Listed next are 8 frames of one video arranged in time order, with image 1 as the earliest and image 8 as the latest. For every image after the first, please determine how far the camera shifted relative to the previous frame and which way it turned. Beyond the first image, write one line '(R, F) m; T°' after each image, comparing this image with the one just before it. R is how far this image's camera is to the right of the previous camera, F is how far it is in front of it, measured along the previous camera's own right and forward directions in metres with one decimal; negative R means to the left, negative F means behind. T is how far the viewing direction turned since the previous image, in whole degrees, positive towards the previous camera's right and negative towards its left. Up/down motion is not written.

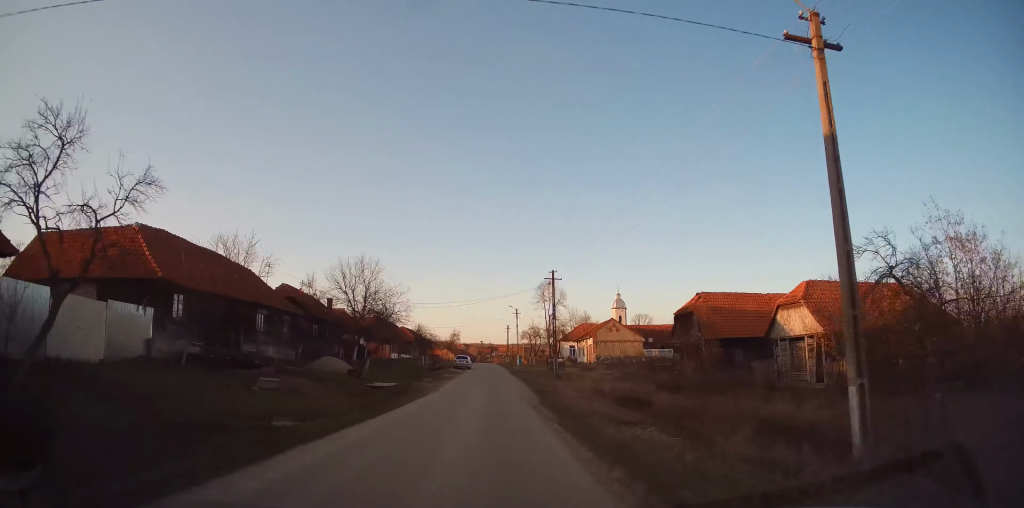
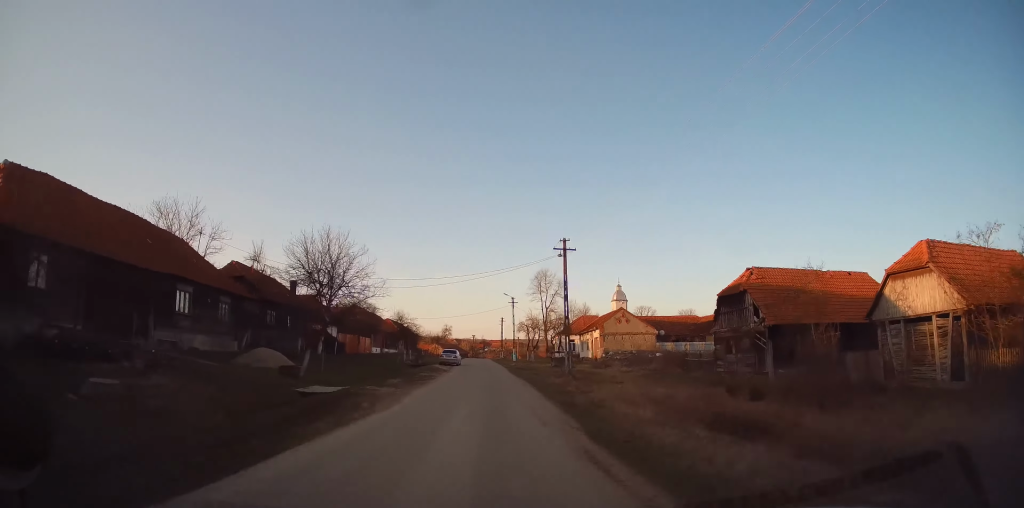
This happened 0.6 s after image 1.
(0.0, +9.0) m; 0°
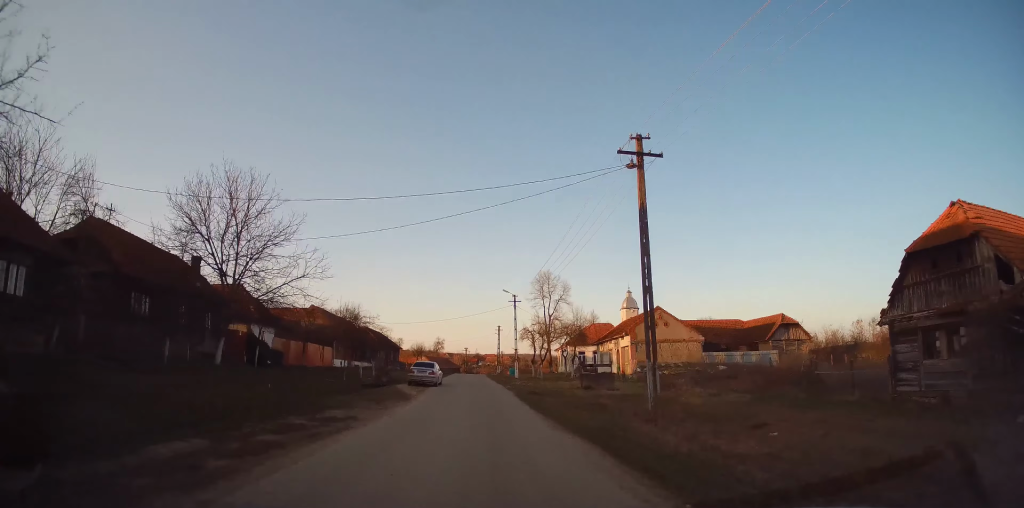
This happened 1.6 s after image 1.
(0.0, +16.2) m; +1°
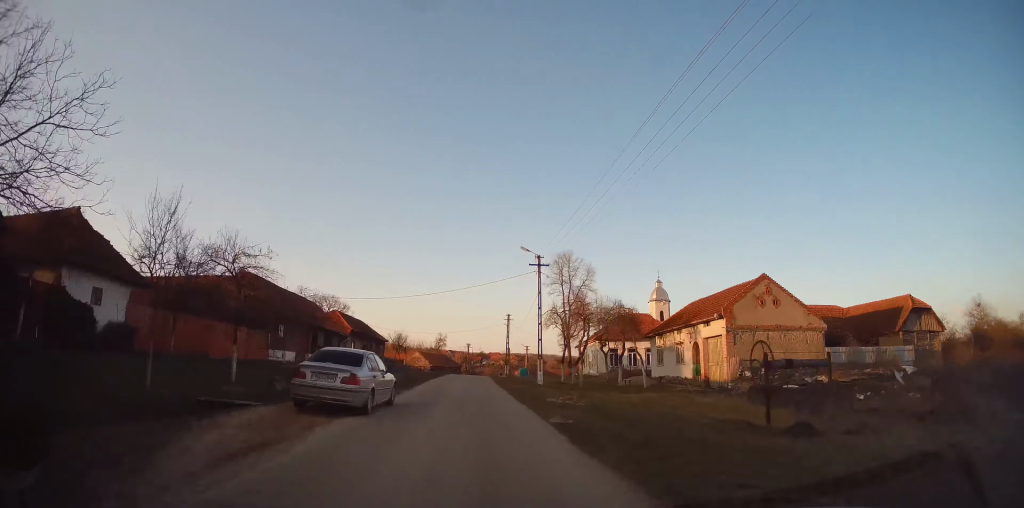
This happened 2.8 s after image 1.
(+0.2, +18.8) m; -1°
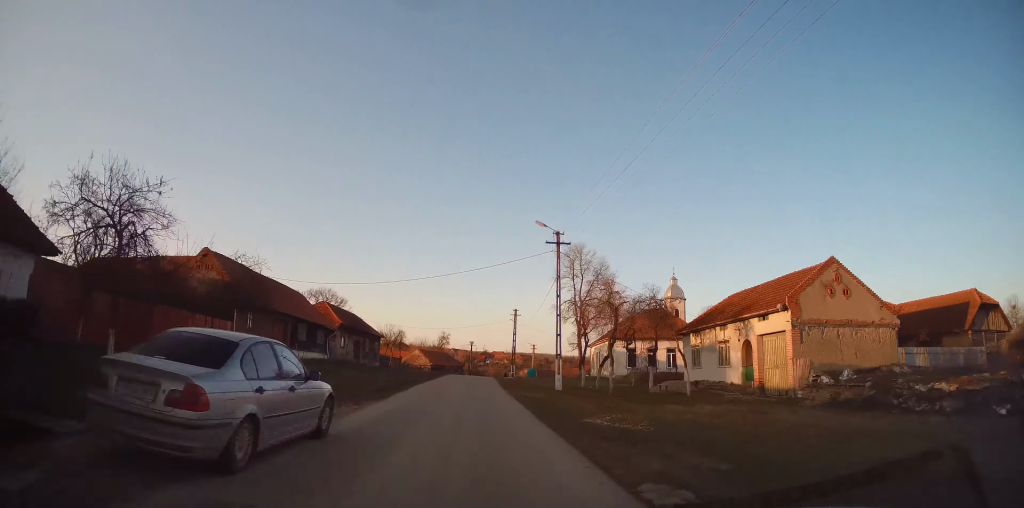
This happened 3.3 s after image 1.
(-0.1, +6.4) m; -1°
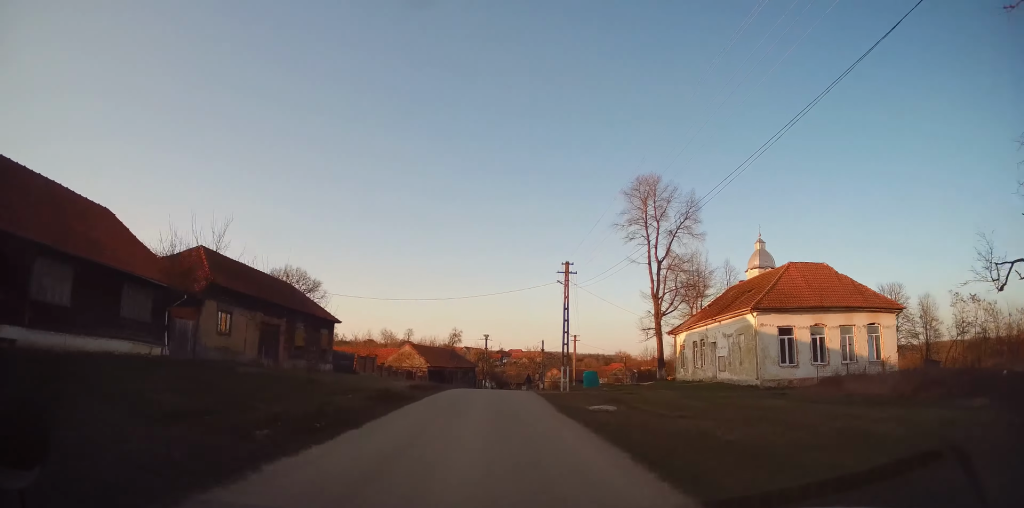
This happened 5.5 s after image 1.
(-0.6, +30.8) m; -2°
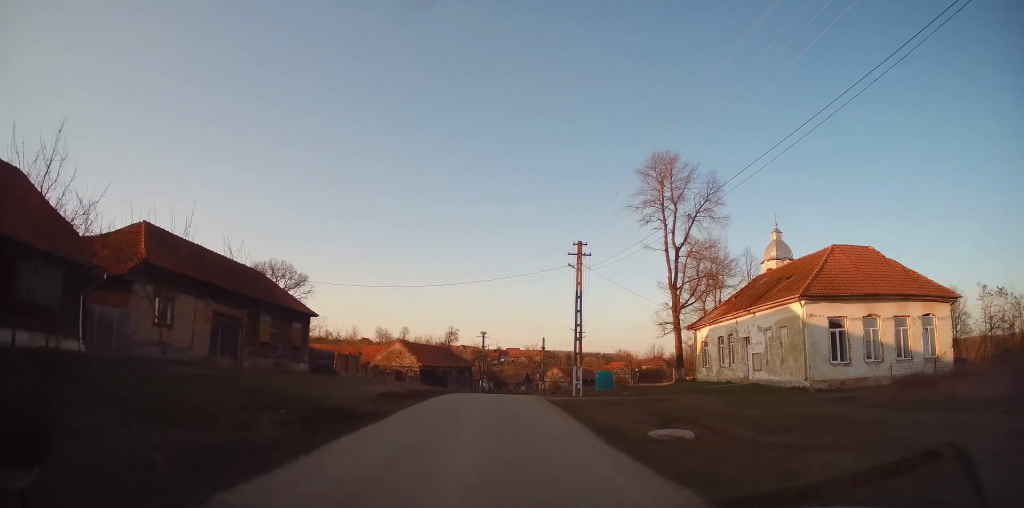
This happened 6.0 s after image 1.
(0.0, +5.9) m; +1°
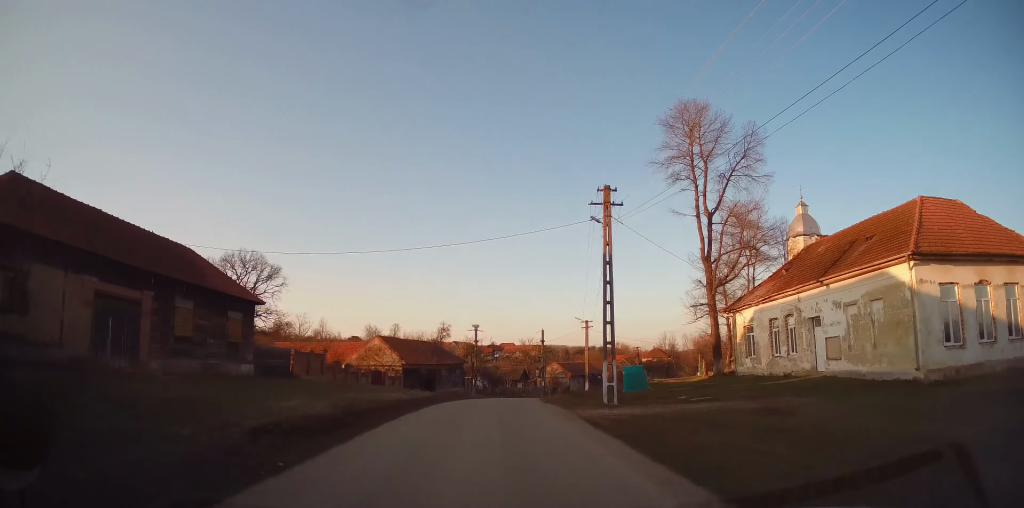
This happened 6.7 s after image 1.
(0.0, +9.1) m; +1°
